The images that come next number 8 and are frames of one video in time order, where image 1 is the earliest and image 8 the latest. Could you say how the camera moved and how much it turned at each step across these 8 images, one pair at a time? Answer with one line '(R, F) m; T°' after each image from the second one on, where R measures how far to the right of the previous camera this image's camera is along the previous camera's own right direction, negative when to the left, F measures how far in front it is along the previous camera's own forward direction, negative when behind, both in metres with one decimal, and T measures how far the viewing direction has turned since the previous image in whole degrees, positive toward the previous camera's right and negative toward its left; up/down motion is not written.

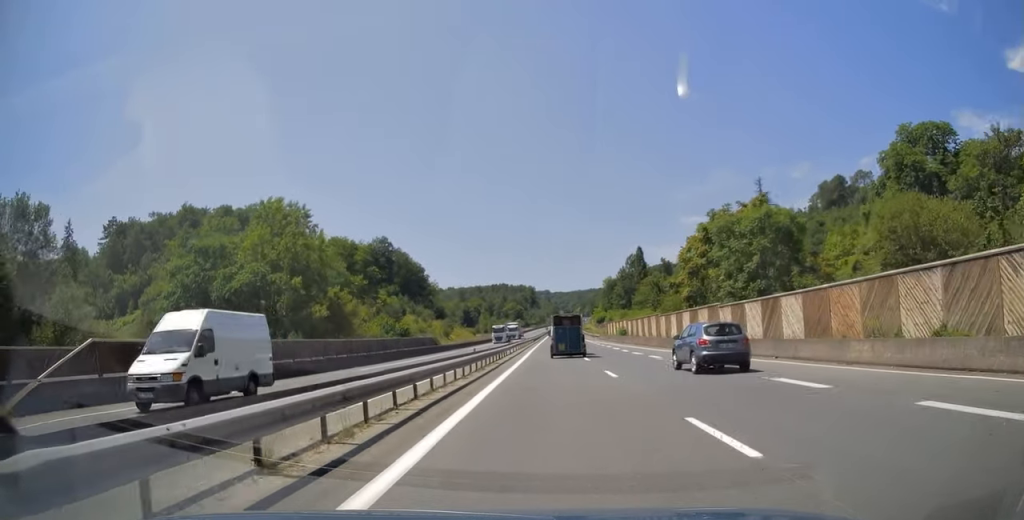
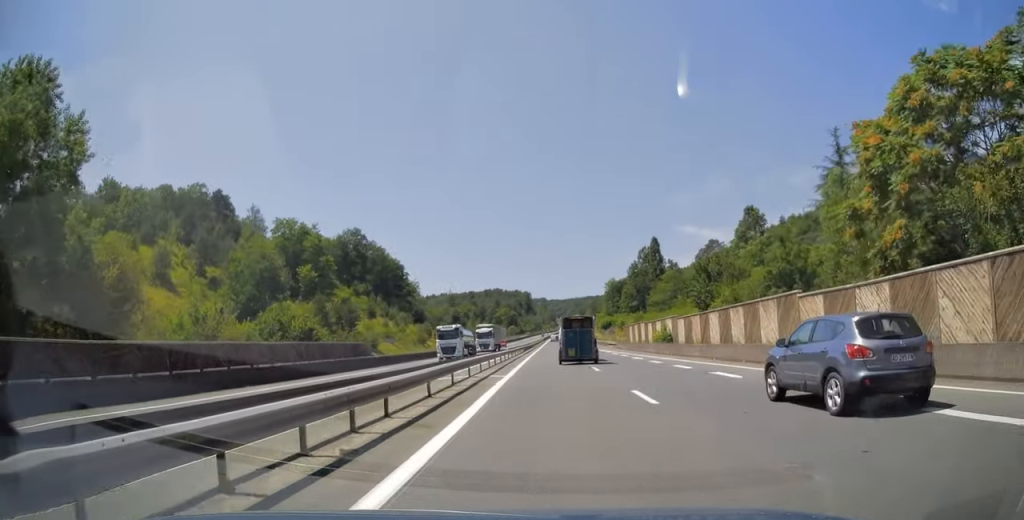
(0.0, +32.7) m; 0°
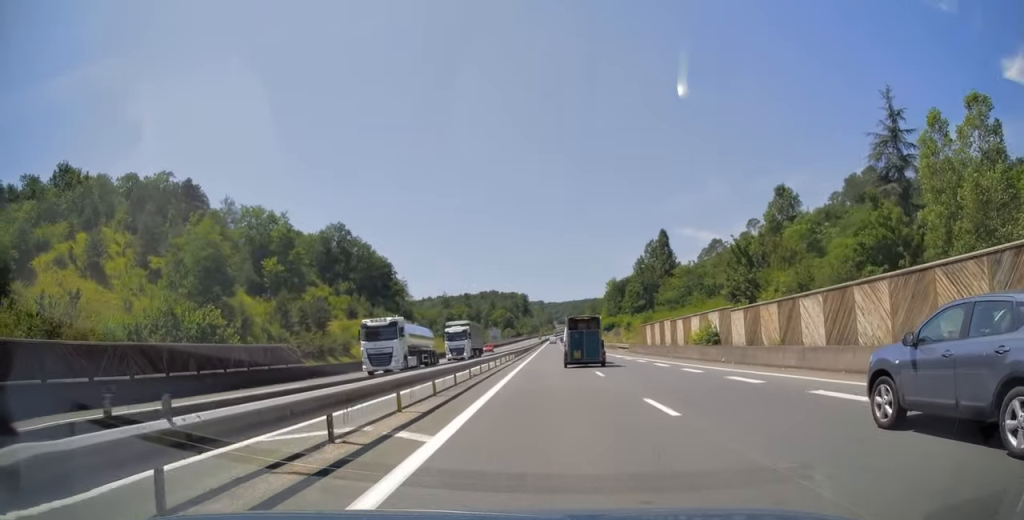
(-0.1, +14.9) m; +1°
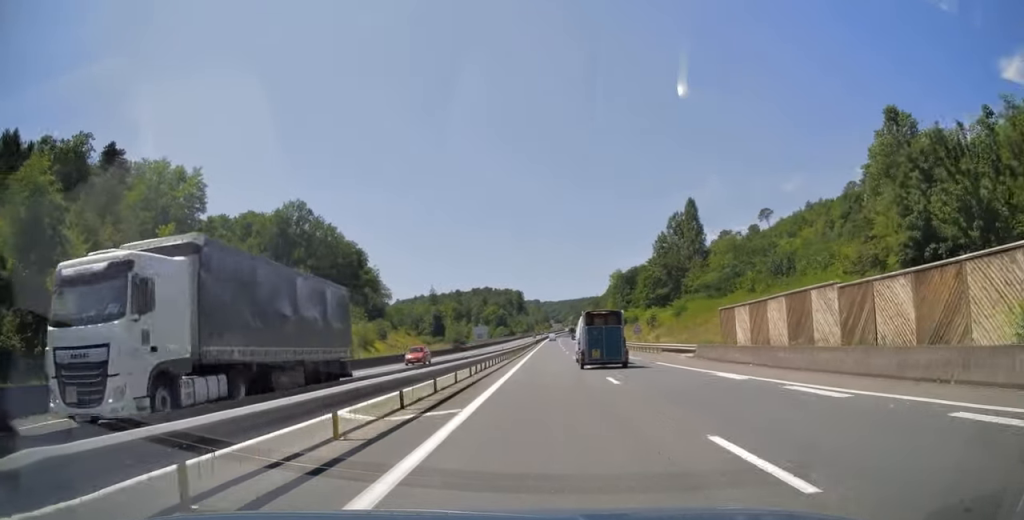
(+0.6, +31.2) m; +1°
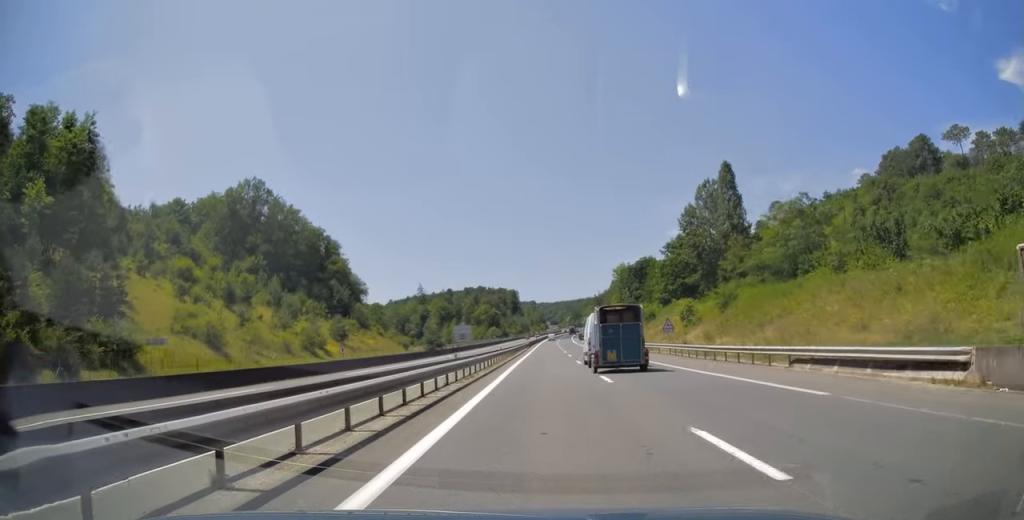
(-0.1, +25.0) m; 0°
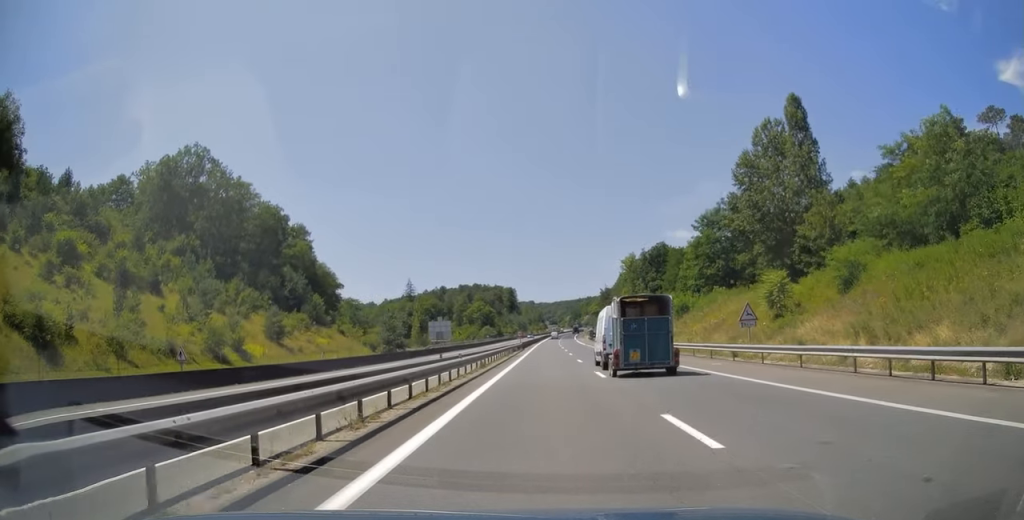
(-0.1, +26.7) m; 0°
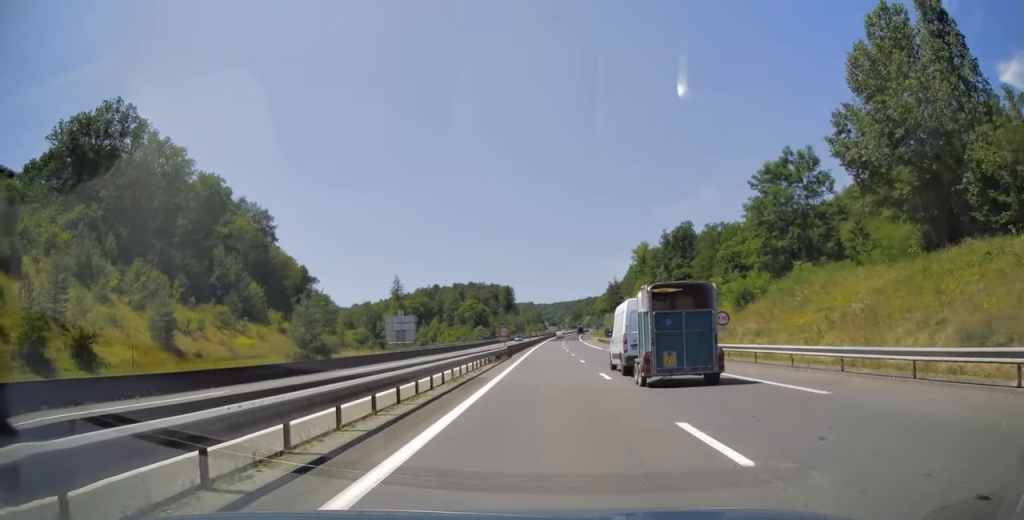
(0.0, +26.9) m; 0°
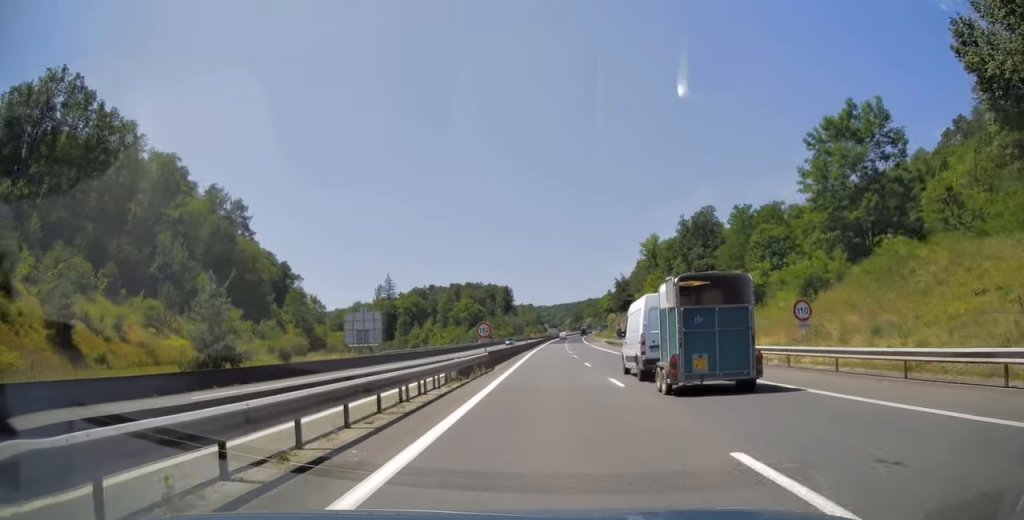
(0.0, +15.5) m; 0°
